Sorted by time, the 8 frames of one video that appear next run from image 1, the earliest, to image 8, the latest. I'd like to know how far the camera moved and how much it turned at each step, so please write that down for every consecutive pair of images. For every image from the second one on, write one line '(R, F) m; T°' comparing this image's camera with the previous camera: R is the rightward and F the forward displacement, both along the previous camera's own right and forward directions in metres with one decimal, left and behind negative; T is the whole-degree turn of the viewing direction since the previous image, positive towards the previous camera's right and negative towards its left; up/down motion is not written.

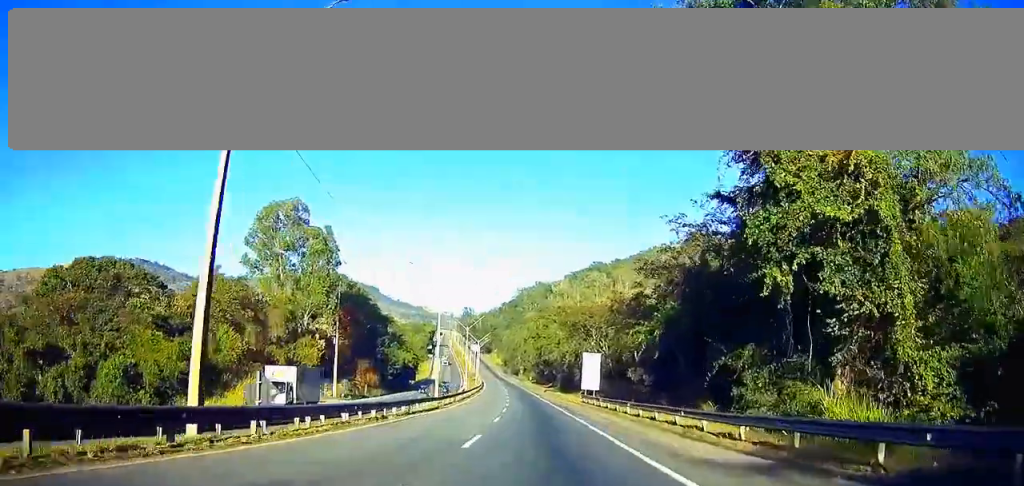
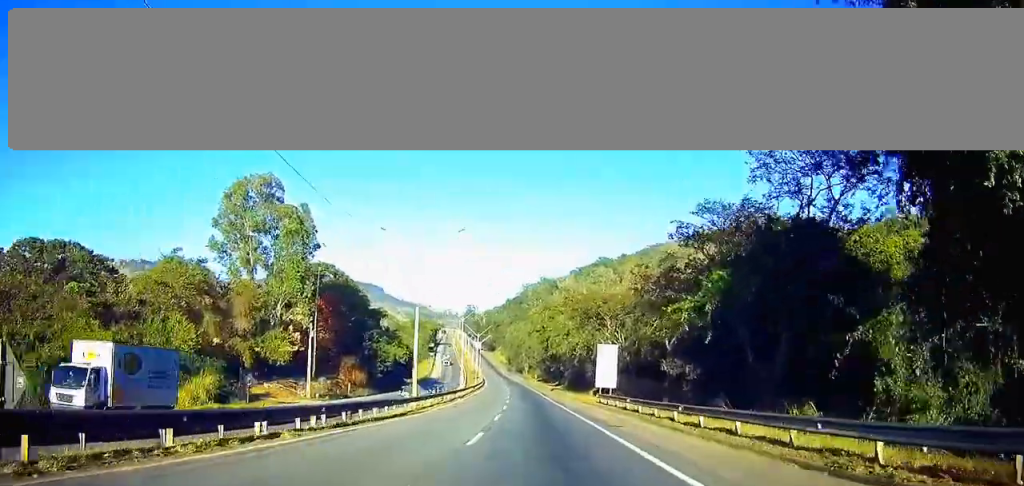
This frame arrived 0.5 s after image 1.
(-0.1, +12.1) m; 0°
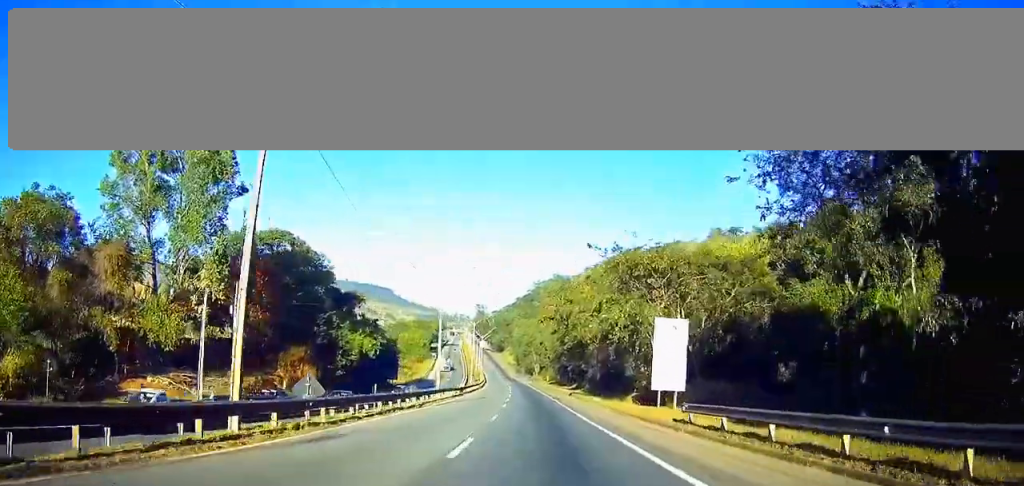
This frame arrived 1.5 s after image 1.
(-0.2, +27.3) m; -1°
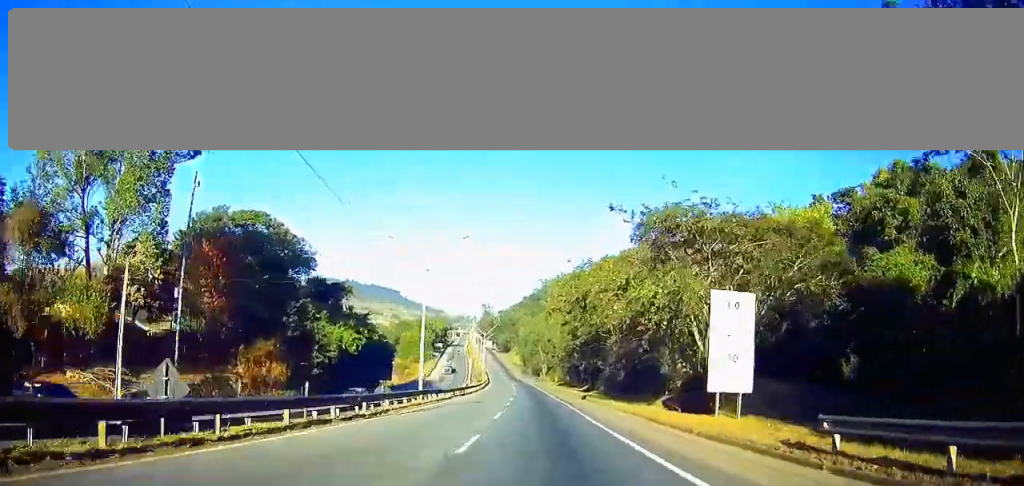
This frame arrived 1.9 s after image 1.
(+0.1, +11.6) m; 0°
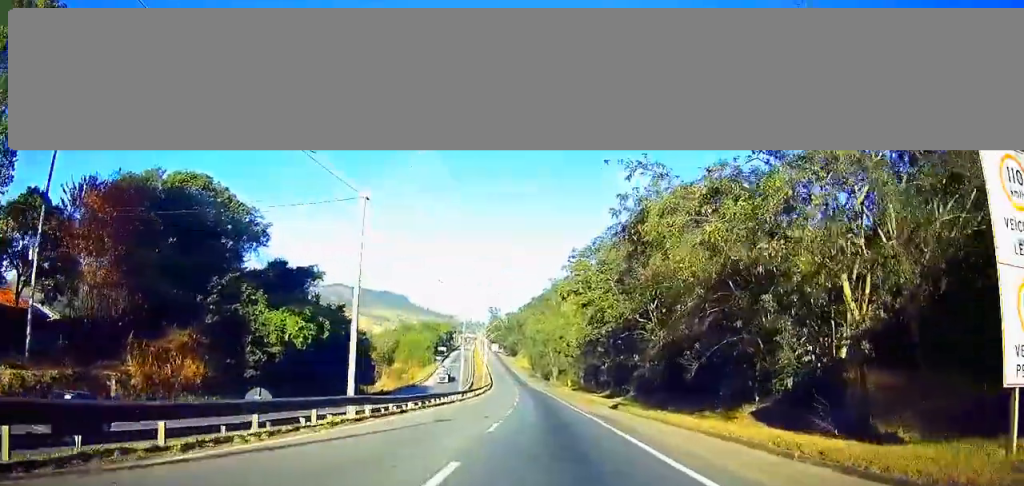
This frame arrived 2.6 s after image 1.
(-0.2, +18.8) m; -1°
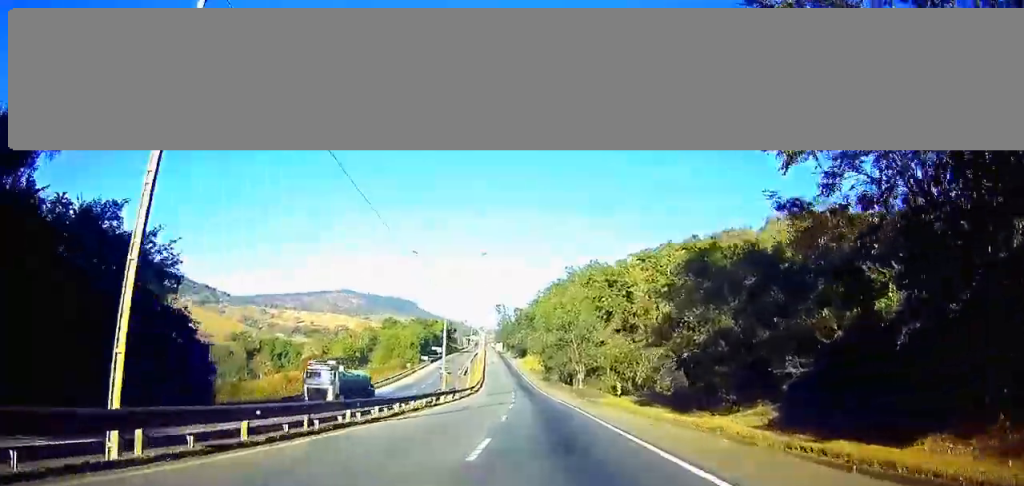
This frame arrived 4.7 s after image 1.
(-1.0, +55.3) m; -2°
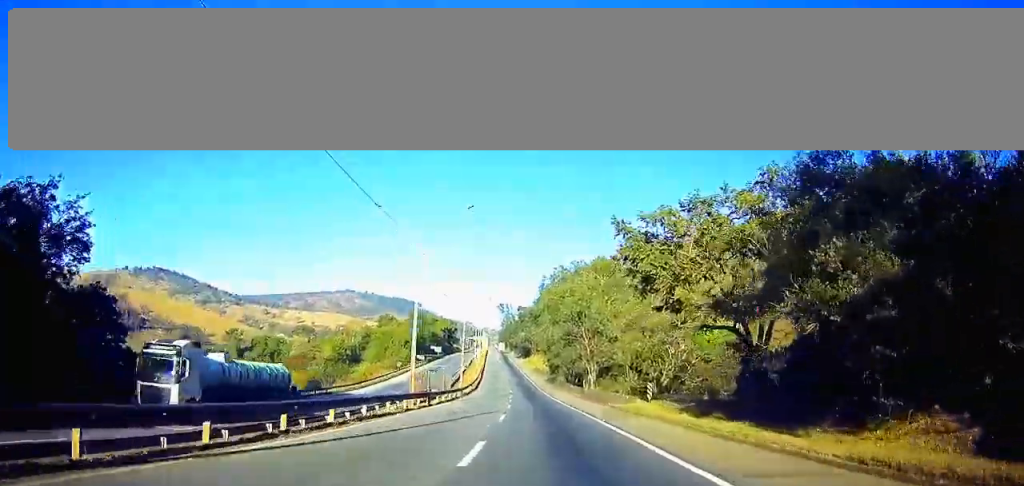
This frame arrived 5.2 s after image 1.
(-0.1, +13.7) m; 0°
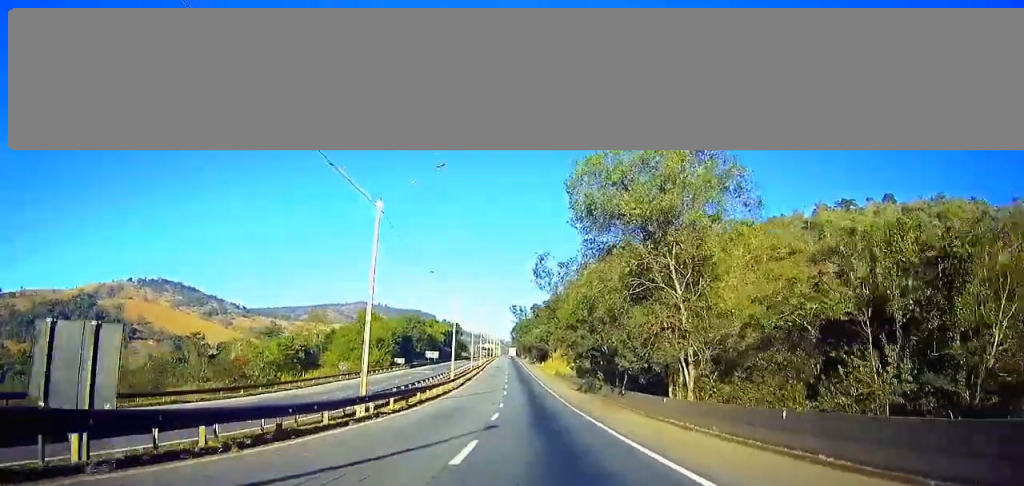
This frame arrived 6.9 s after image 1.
(-0.4, +48.4) m; -2°
